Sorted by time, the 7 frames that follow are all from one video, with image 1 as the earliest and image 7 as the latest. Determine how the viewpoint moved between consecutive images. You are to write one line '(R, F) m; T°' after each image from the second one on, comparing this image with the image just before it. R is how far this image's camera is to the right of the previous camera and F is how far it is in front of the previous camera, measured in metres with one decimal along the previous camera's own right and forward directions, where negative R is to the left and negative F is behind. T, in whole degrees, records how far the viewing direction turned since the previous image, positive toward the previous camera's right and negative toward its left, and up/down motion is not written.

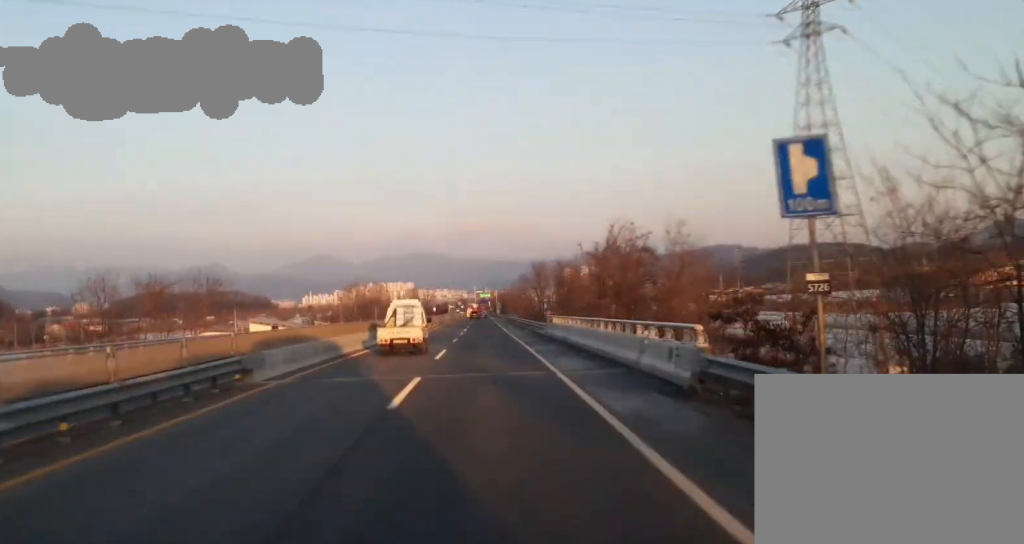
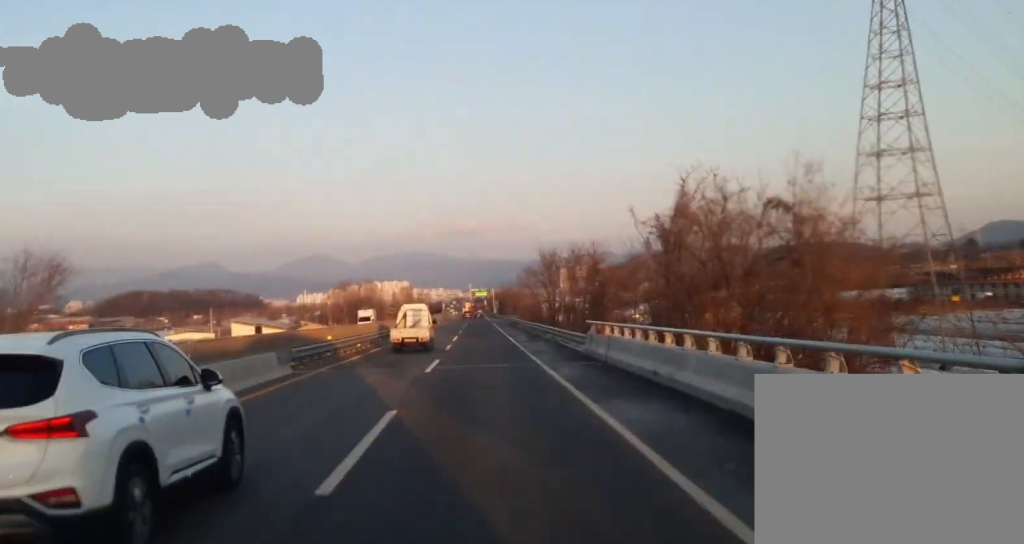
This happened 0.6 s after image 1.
(+0.3, +24.1) m; 0°
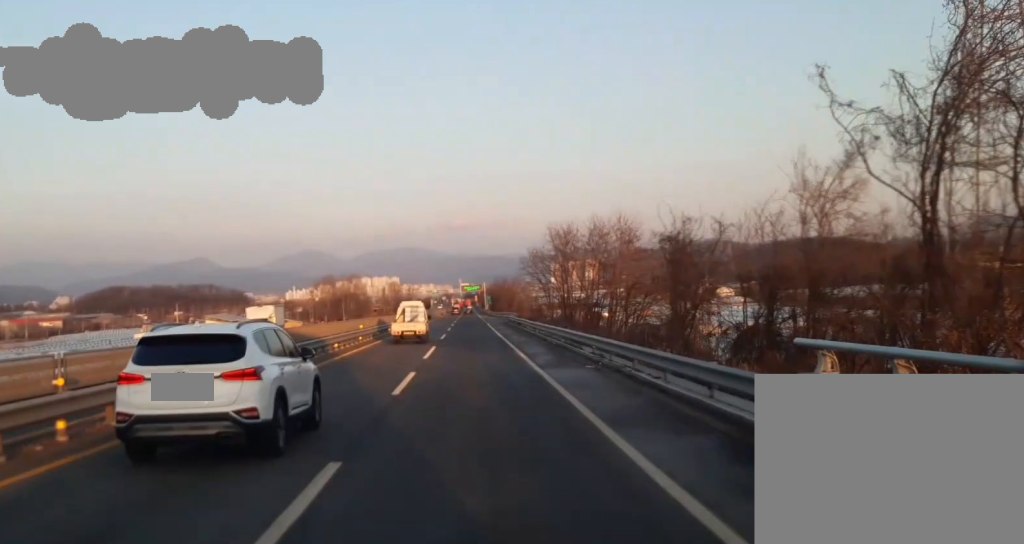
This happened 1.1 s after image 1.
(+0.1, +24.1) m; 0°
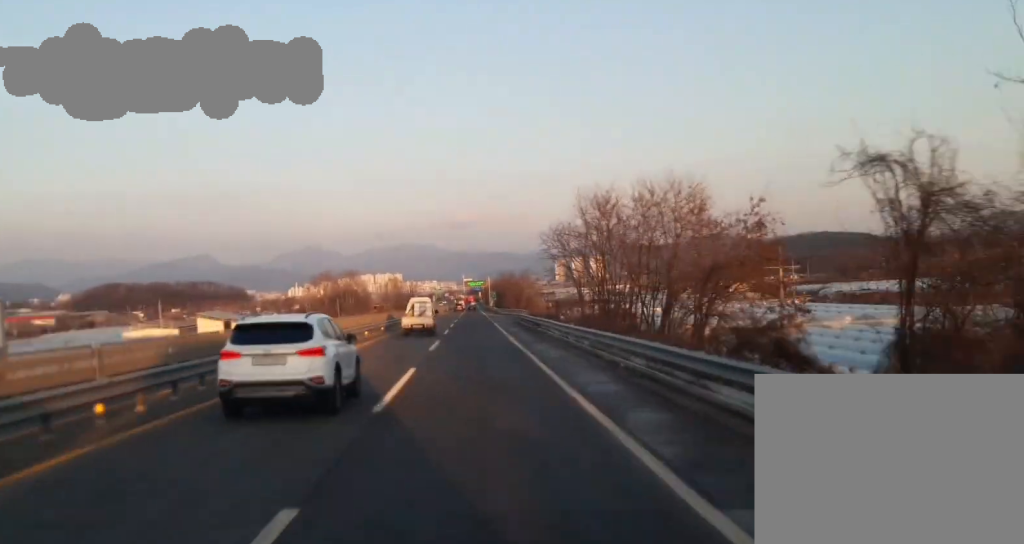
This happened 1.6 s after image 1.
(0.0, +18.5) m; 0°
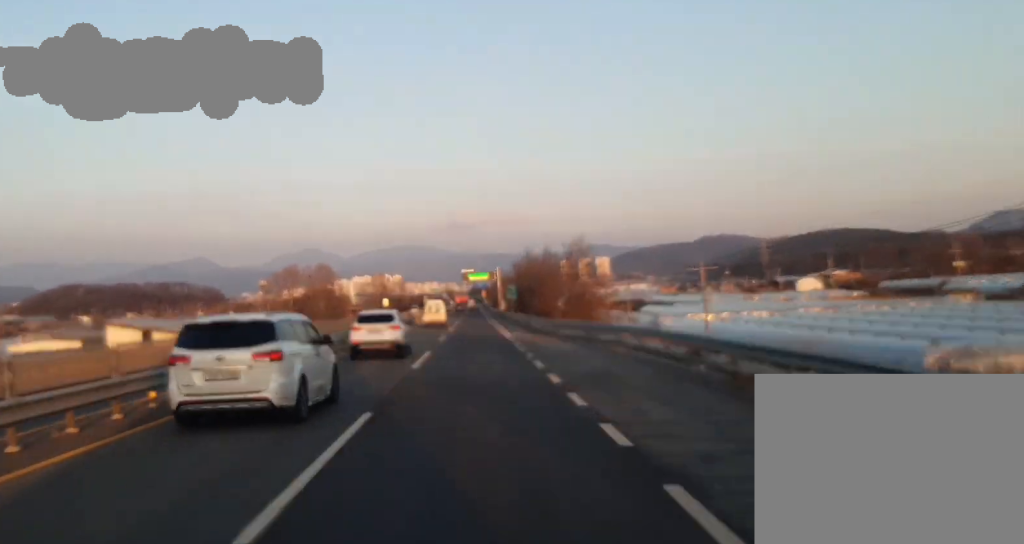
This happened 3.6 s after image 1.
(0.0, +85.8) m; 0°
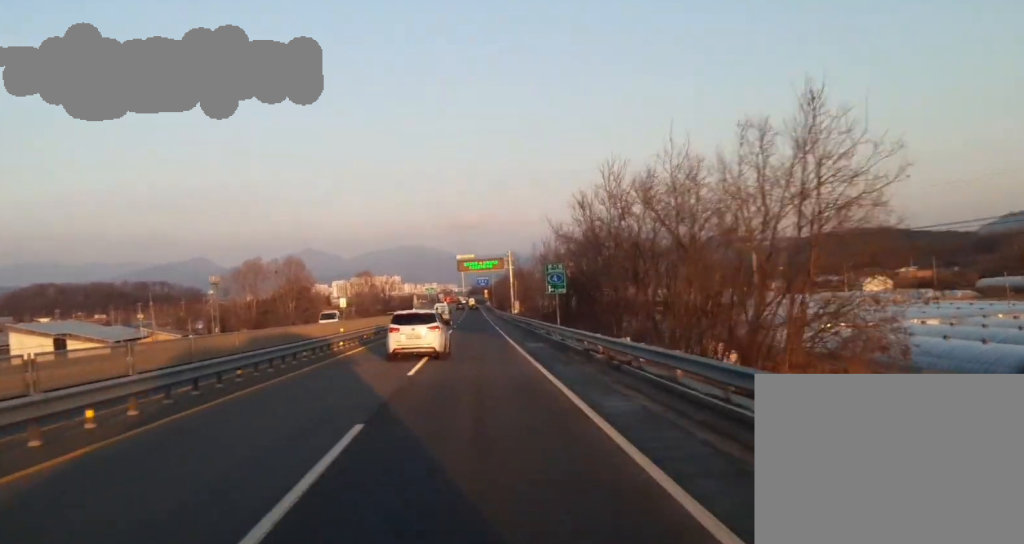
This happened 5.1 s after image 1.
(-0.8, +64.3) m; -1°
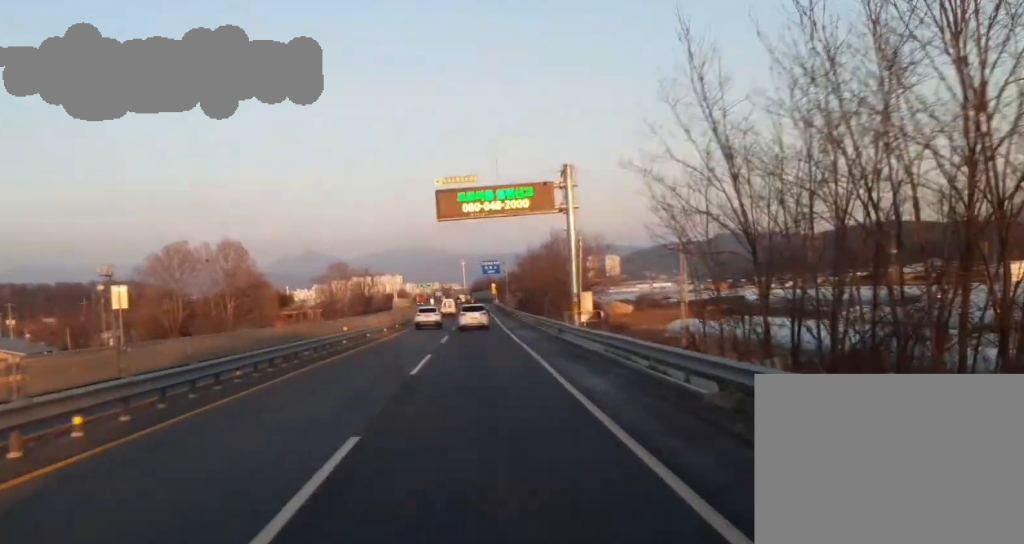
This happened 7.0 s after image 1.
(0.0, +81.1) m; 0°
